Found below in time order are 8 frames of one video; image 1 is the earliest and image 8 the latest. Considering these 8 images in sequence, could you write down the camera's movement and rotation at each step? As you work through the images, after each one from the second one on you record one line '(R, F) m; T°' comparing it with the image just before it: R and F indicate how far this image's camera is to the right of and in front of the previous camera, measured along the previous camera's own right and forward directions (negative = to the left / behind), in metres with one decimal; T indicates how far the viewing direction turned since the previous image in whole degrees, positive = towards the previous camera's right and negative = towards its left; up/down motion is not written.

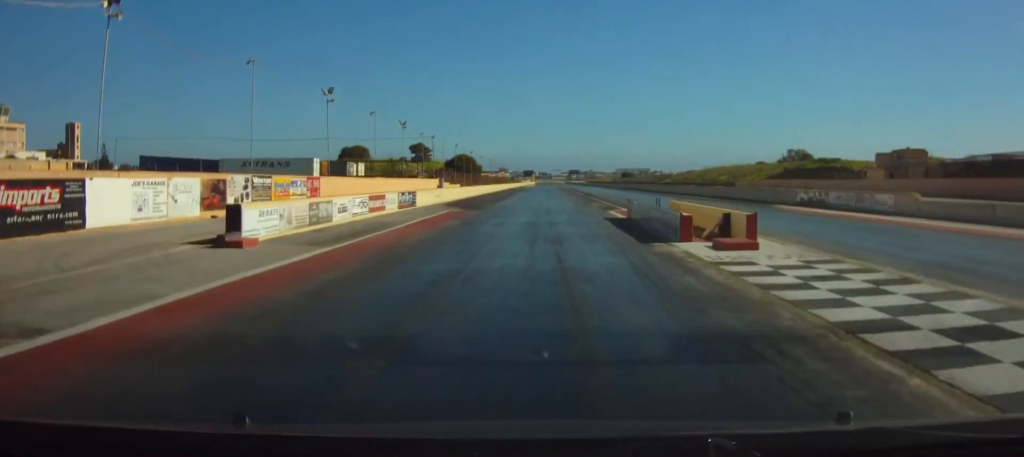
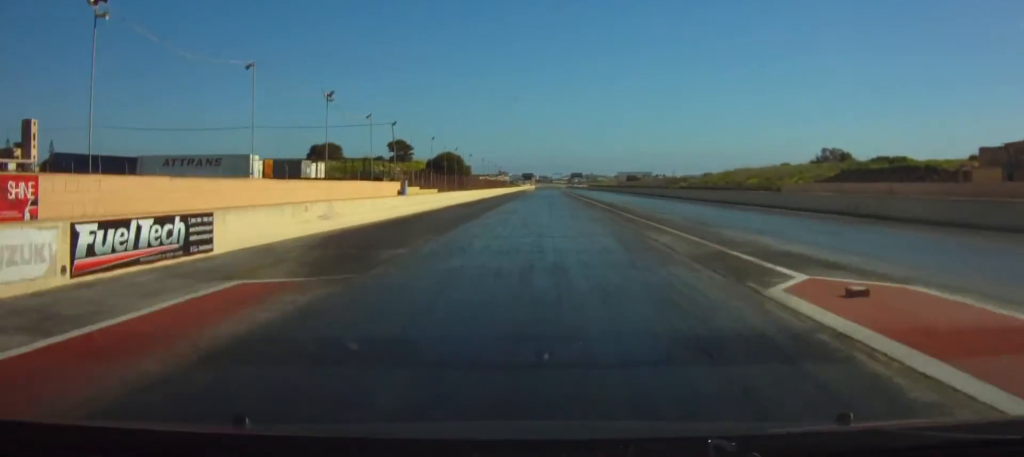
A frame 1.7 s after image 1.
(+0.2, +23.5) m; +1°
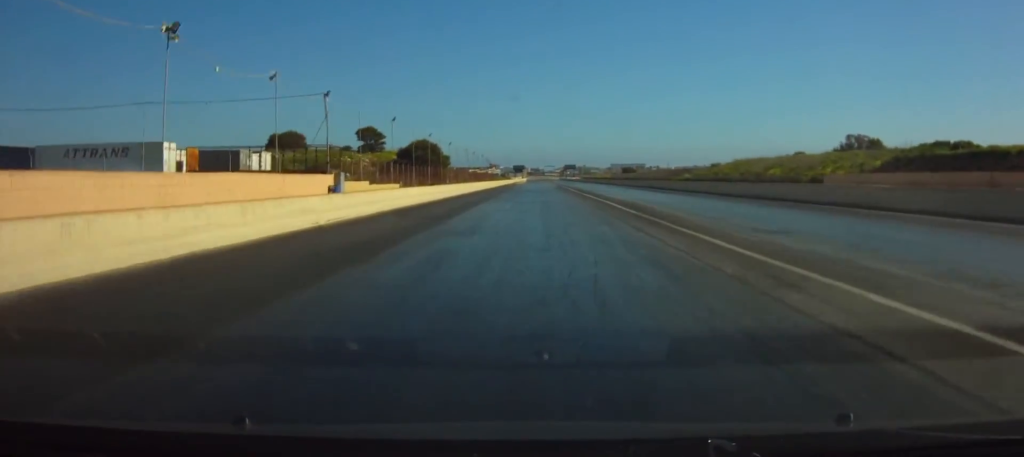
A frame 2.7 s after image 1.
(0.0, +18.4) m; 0°
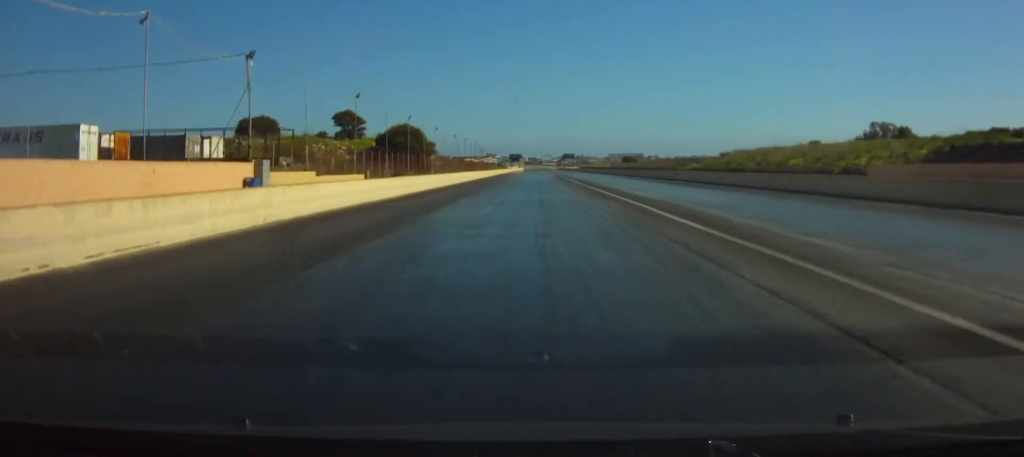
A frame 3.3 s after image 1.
(+0.1, +12.5) m; 0°
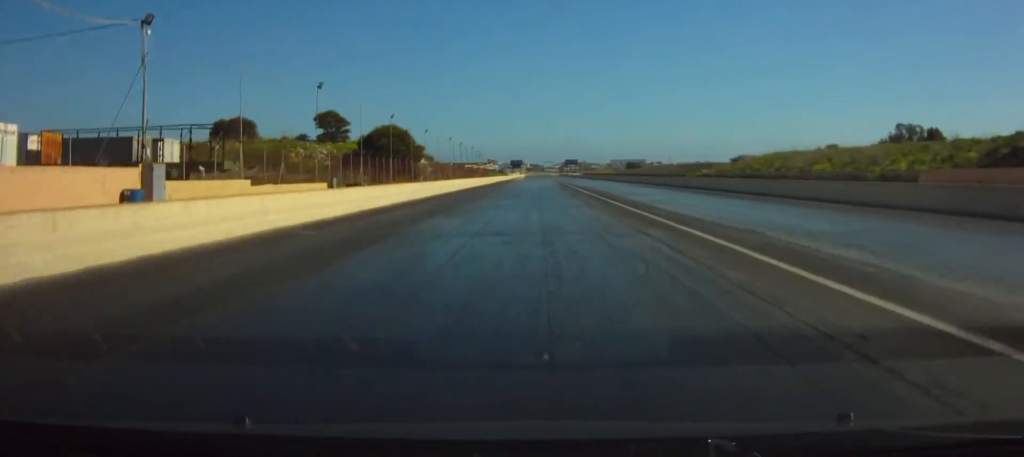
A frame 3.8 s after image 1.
(0.0, +10.4) m; 0°
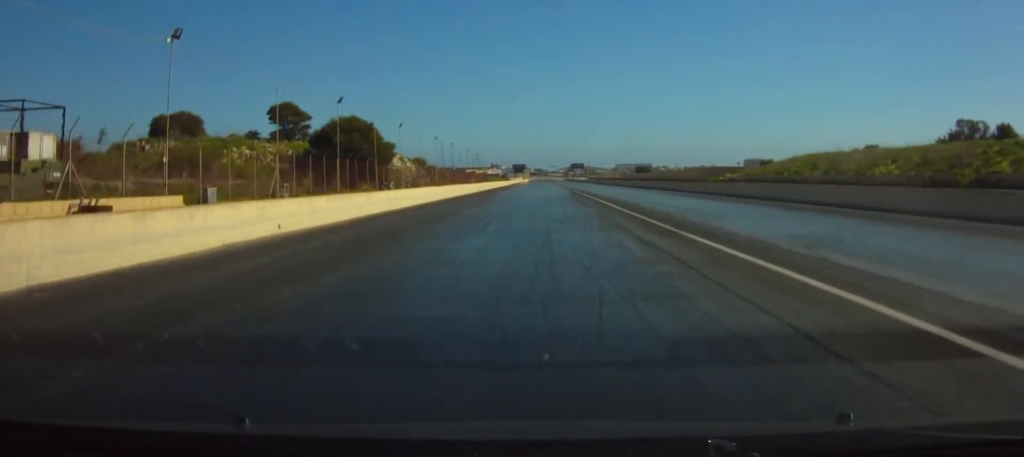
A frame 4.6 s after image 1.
(0.0, +19.8) m; 0°
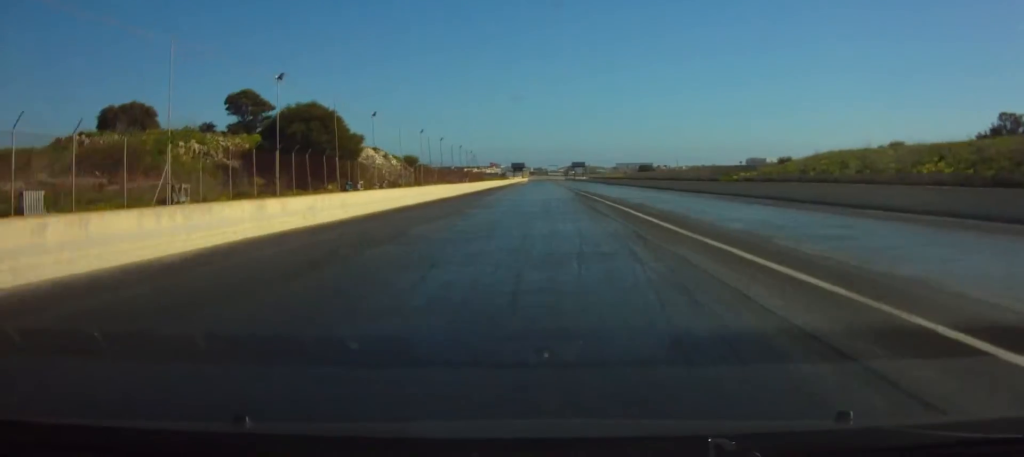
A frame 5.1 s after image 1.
(0.0, +12.1) m; 0°
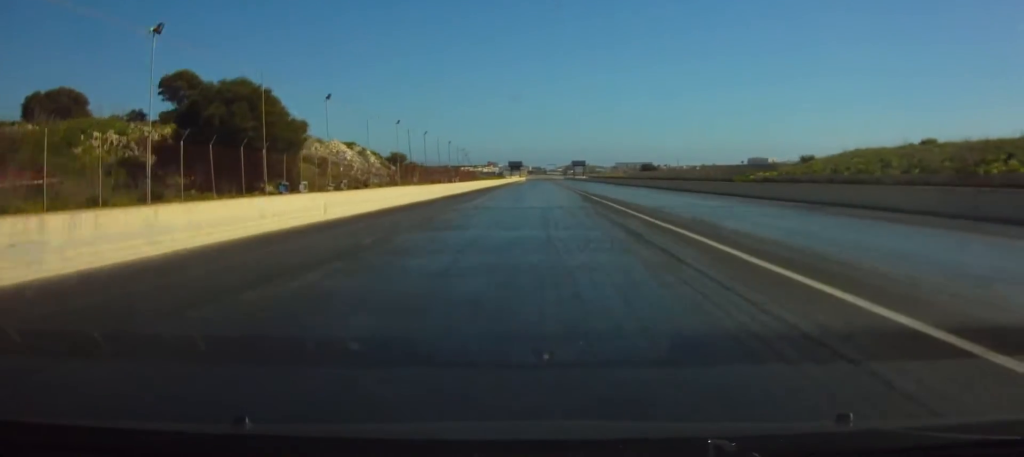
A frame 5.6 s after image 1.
(0.0, +13.2) m; 0°
